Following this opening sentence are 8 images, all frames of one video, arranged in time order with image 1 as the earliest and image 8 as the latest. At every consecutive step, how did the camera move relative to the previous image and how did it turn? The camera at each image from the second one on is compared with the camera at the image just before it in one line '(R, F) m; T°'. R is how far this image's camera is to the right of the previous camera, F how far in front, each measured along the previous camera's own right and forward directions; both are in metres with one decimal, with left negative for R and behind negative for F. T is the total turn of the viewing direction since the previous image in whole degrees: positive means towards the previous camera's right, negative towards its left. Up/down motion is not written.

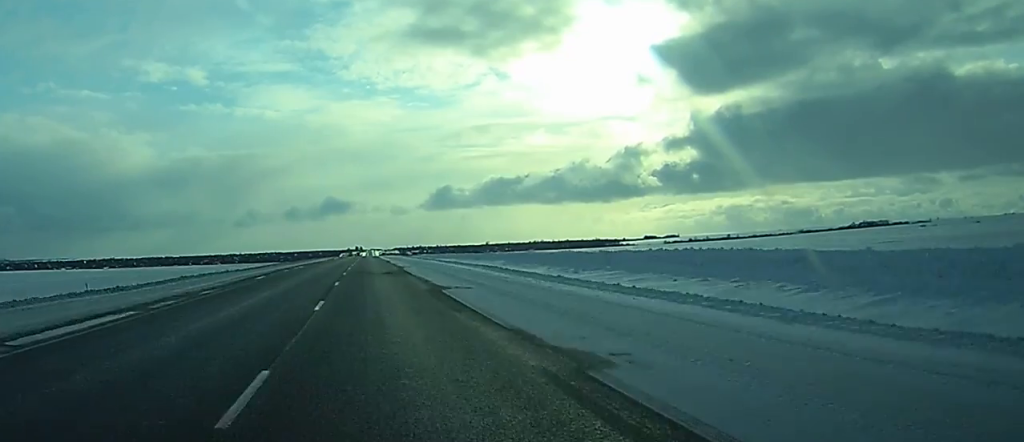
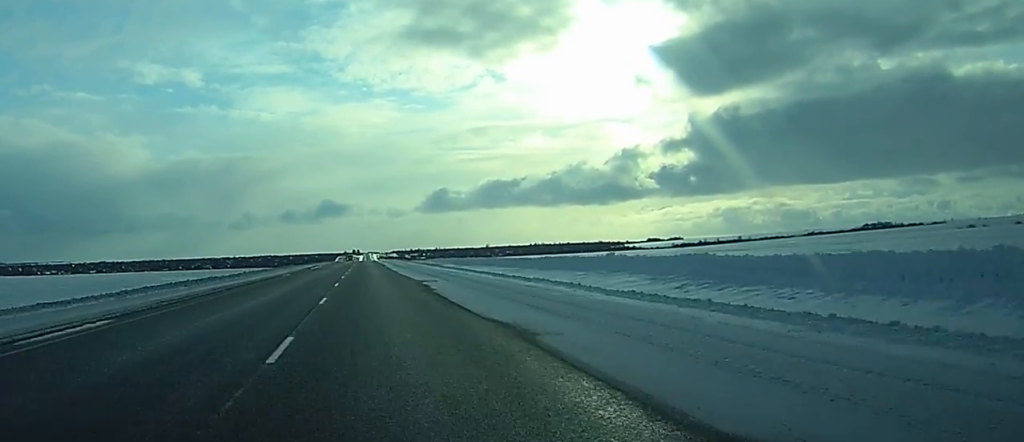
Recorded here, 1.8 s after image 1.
(-0.1, +56.1) m; 0°
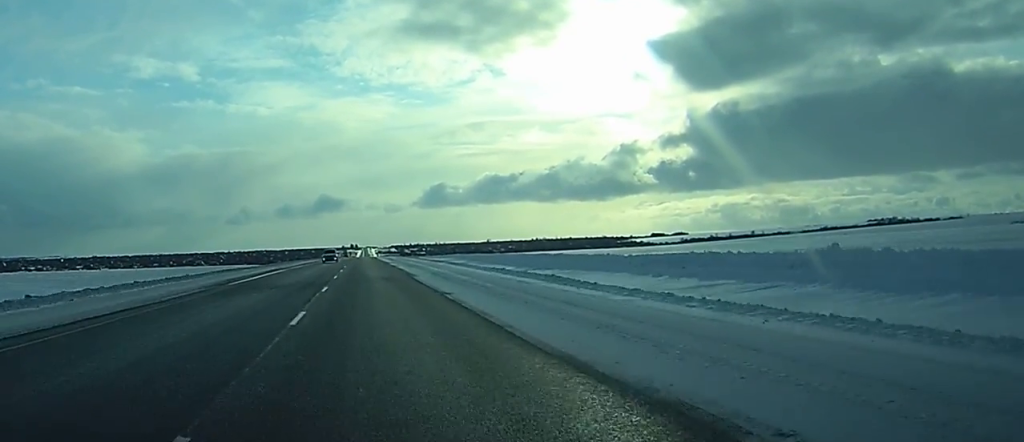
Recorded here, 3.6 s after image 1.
(-0.1, +55.2) m; 0°
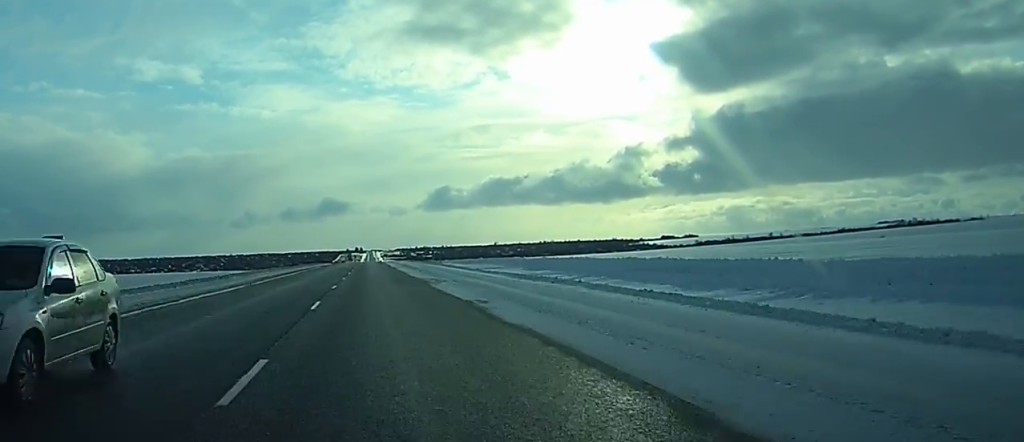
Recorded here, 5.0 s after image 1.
(-0.1, +43.7) m; 0°
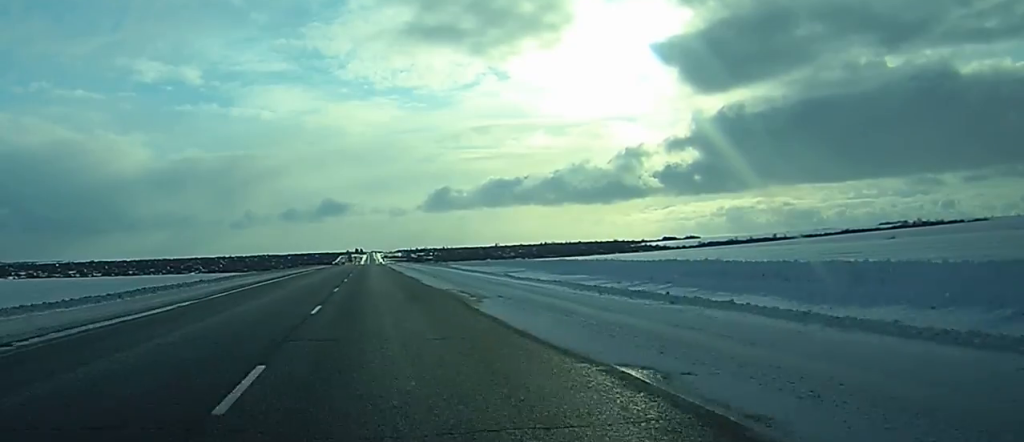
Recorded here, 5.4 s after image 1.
(0.0, +12.5) m; 0°
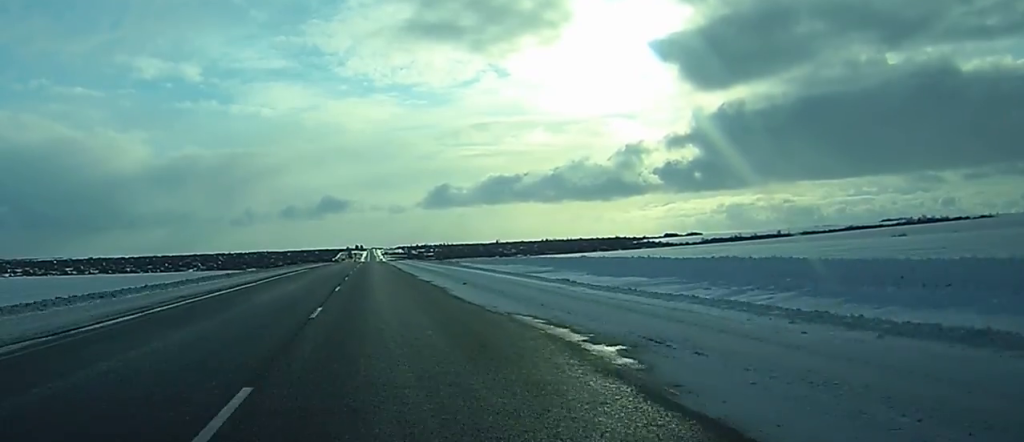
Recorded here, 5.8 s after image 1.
(0.0, +13.5) m; 0°
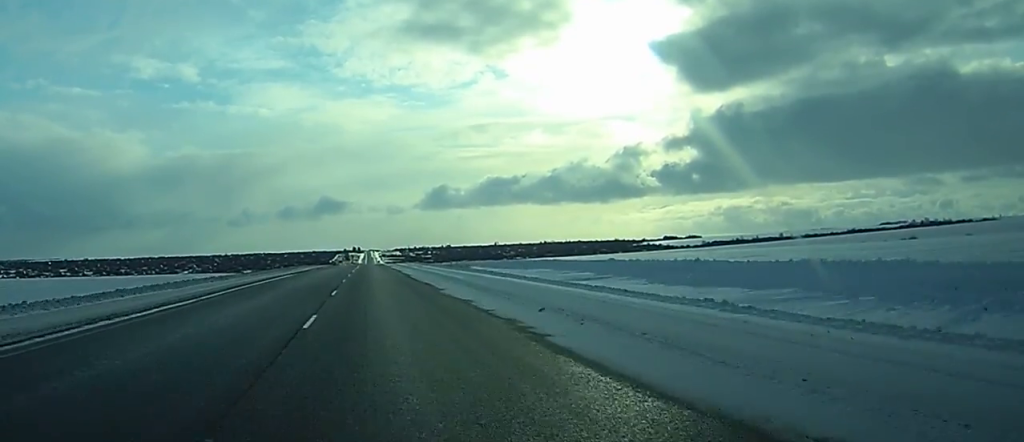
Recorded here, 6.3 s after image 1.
(0.0, +14.6) m; 0°
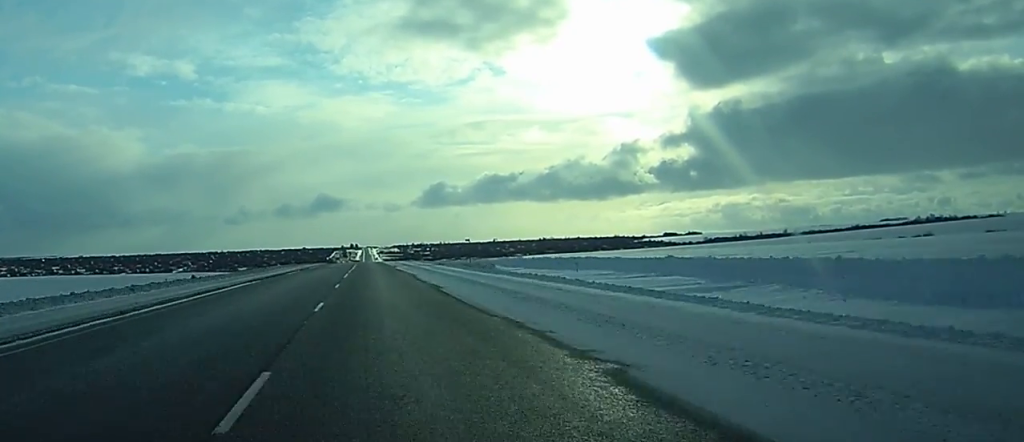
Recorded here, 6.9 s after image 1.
(0.0, +20.8) m; 0°
